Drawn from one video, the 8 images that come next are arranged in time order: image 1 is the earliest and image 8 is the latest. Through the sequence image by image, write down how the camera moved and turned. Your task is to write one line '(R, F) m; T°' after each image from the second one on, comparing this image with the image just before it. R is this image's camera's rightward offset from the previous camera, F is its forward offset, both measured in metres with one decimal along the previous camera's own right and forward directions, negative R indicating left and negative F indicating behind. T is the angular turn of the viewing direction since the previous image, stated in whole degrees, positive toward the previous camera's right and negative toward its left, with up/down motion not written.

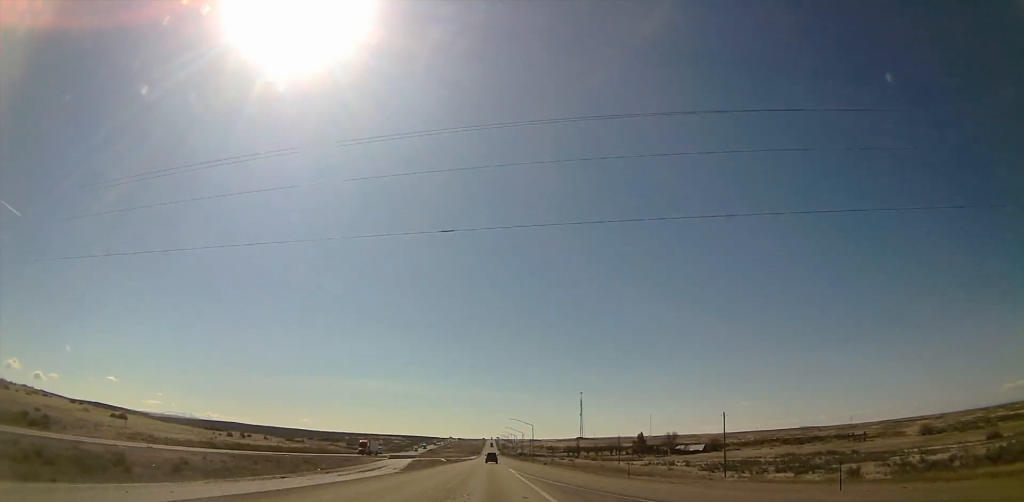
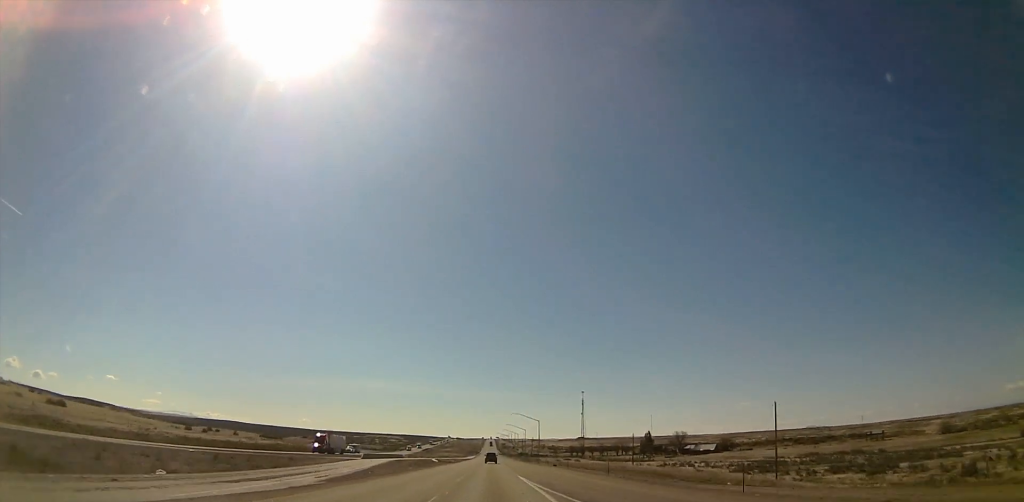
(0.0, +24.6) m; 0°
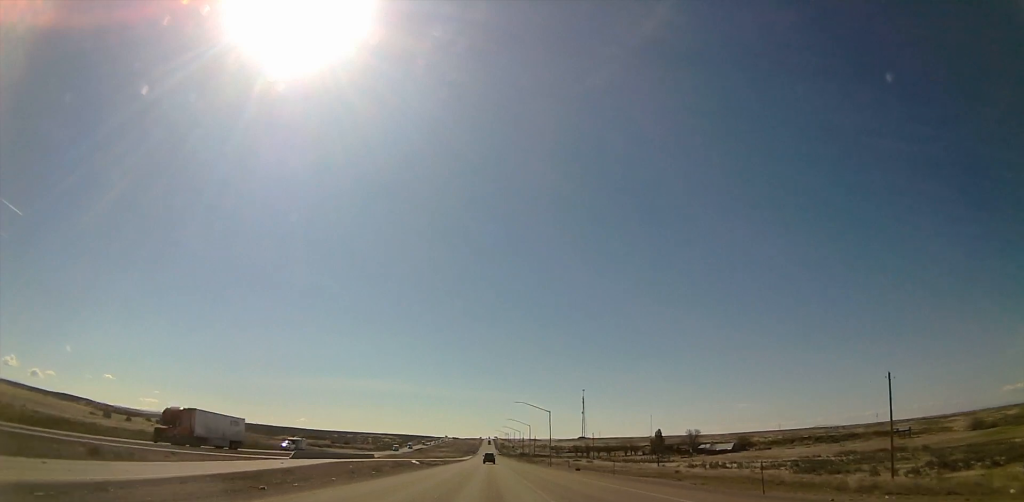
(+0.3, +33.9) m; 0°
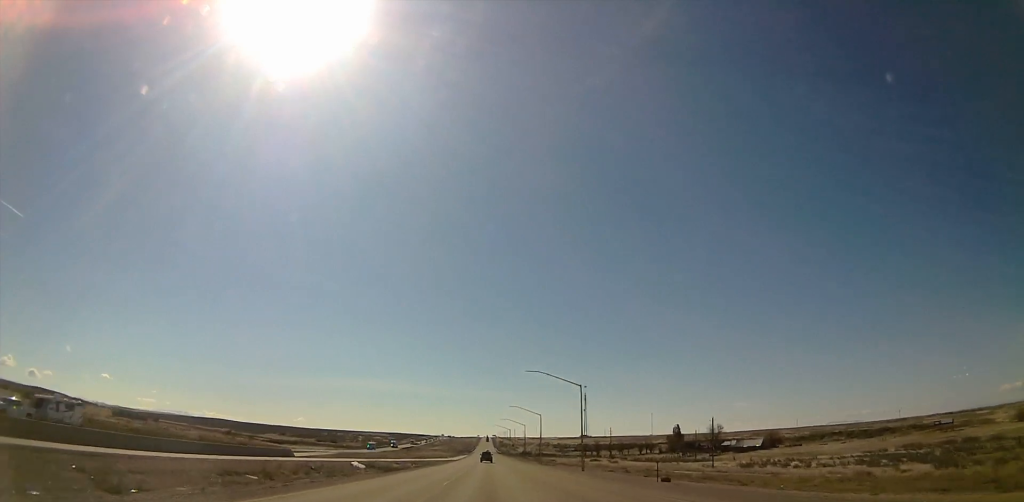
(-0.5, +45.6) m; 0°
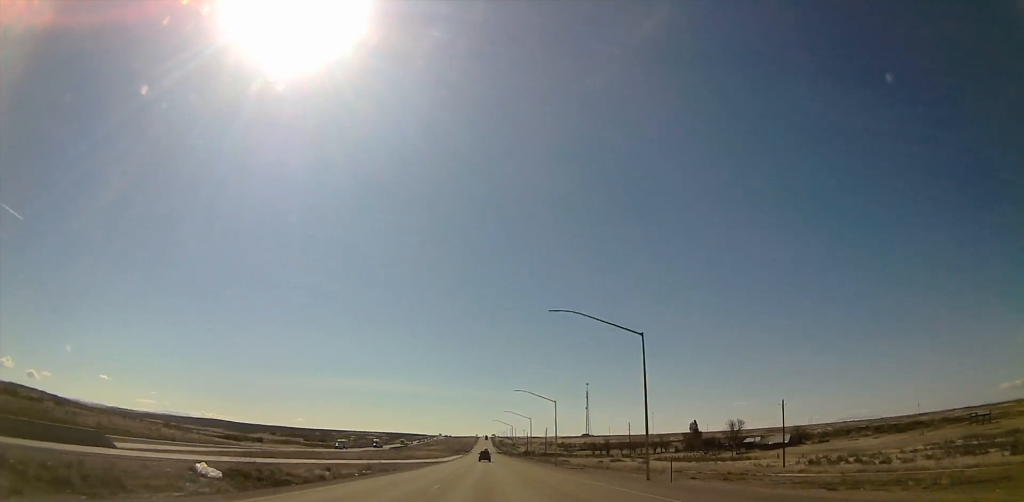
(+0.6, +33.9) m; 0°
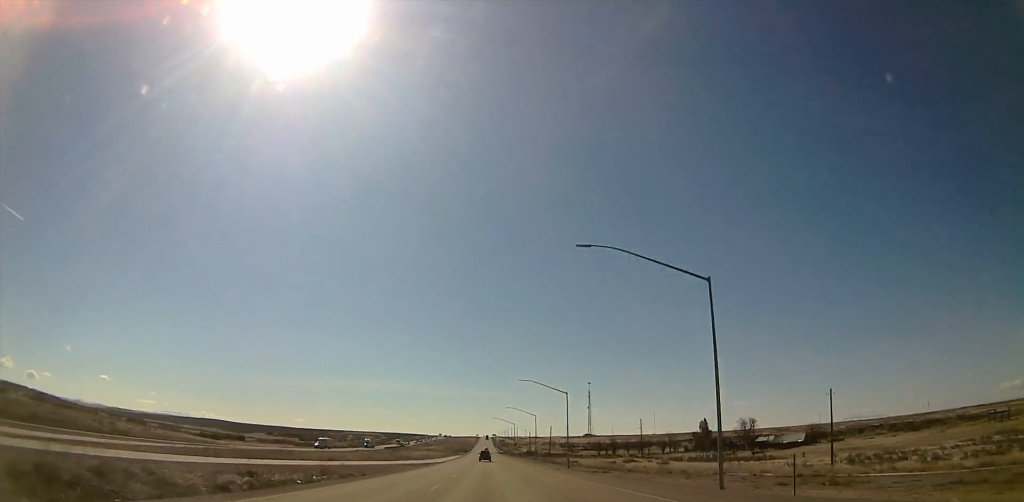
(-0.1, +15.2) m; 0°
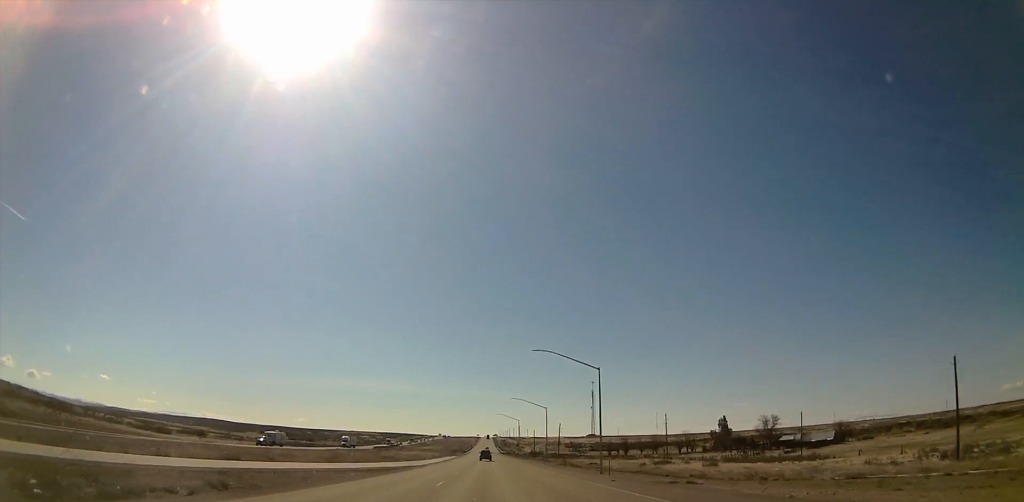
(-0.6, +26.9) m; 0°
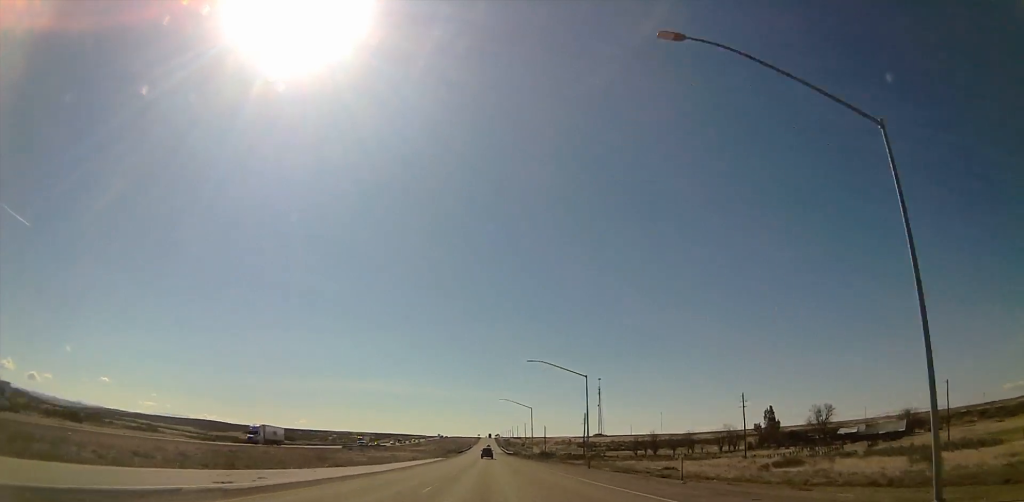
(+0.4, +50.3) m; 0°
